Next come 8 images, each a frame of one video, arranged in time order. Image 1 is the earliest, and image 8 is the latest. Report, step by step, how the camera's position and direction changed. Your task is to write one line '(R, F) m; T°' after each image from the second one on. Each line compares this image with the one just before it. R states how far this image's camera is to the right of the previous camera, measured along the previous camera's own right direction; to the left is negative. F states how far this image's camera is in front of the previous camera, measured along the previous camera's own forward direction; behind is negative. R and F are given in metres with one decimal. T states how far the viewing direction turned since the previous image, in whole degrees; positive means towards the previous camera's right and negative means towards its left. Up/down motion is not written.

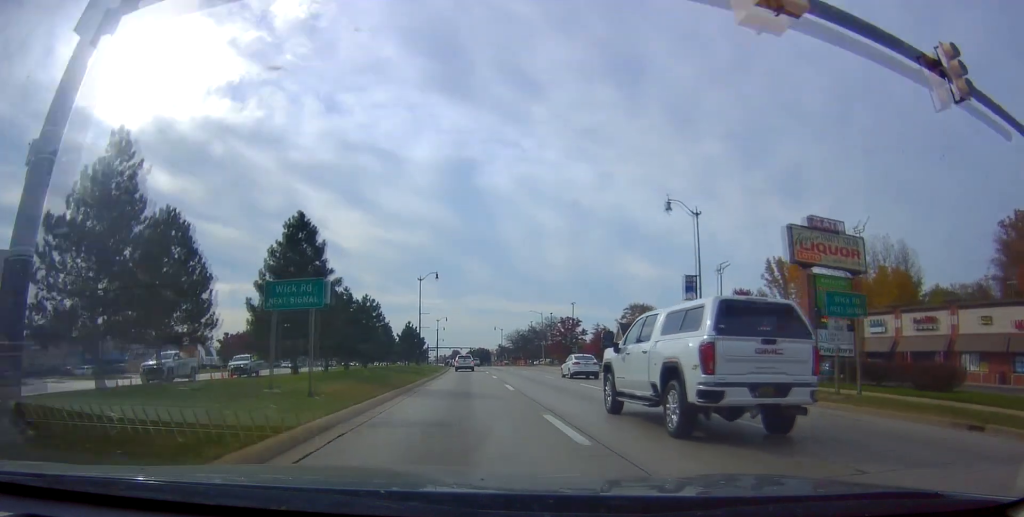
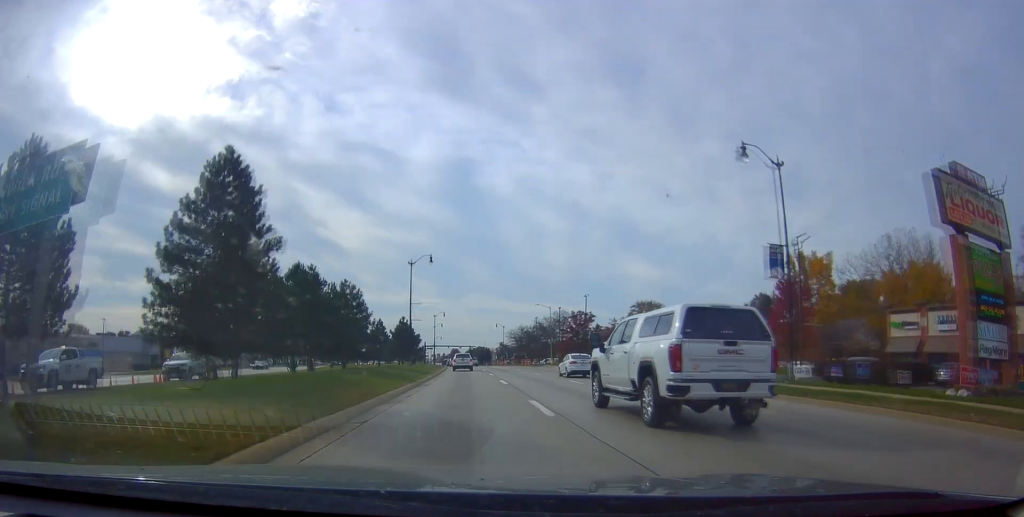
(+0.1, +10.7) m; 0°
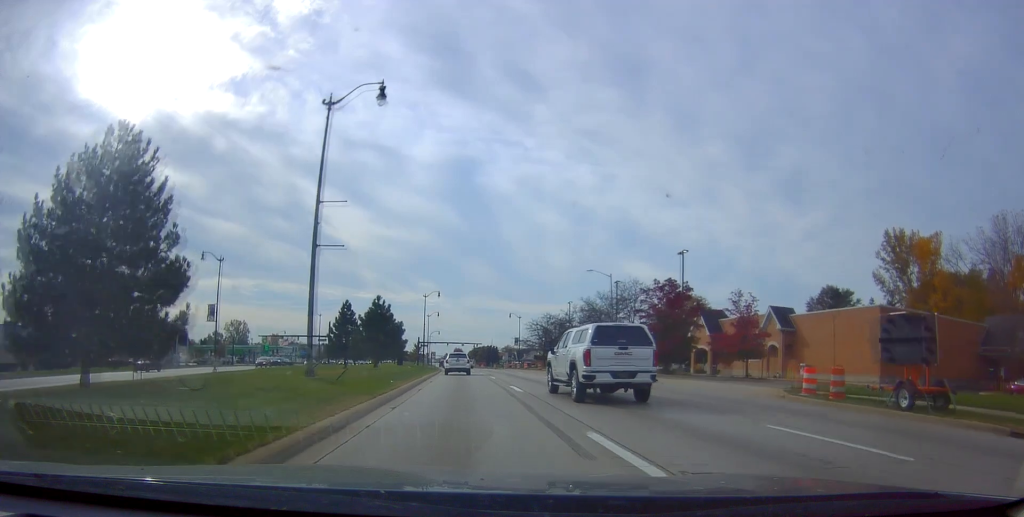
(0.0, +36.9) m; -1°
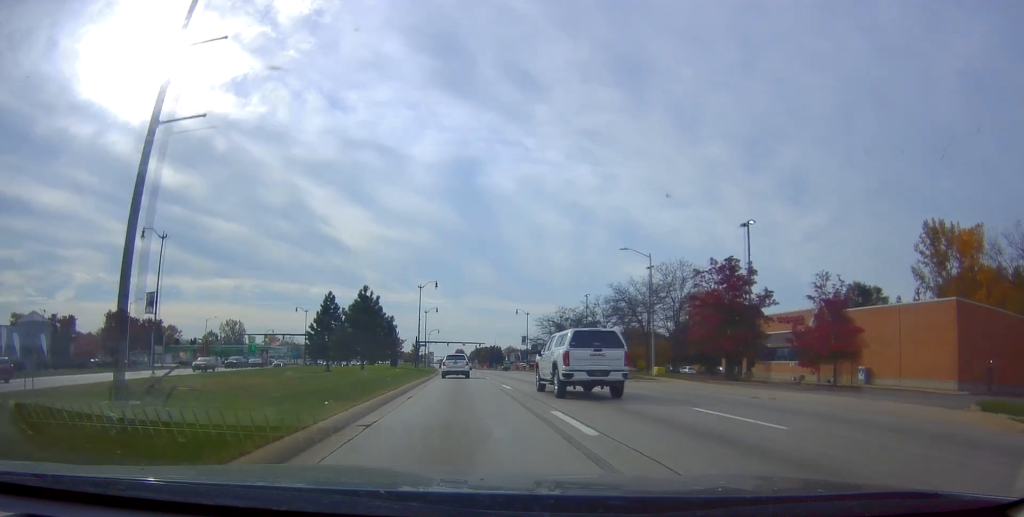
(-0.3, +11.5) m; -2°
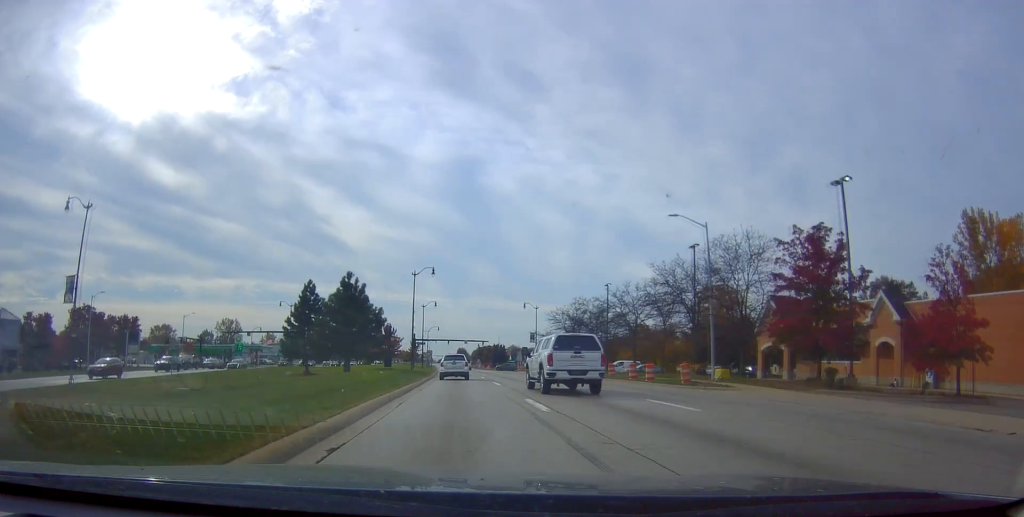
(0.0, +10.5) m; +1°
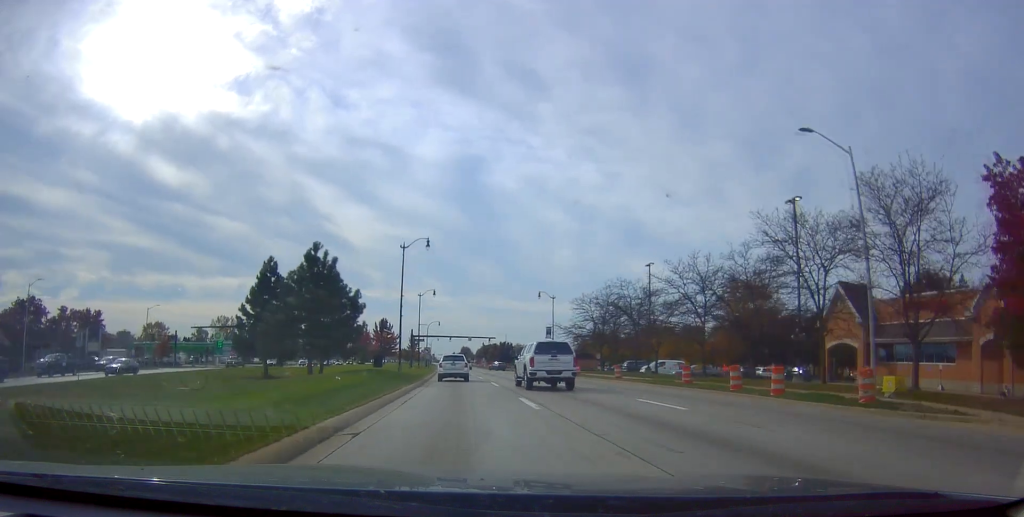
(+0.3, +14.6) m; 0°
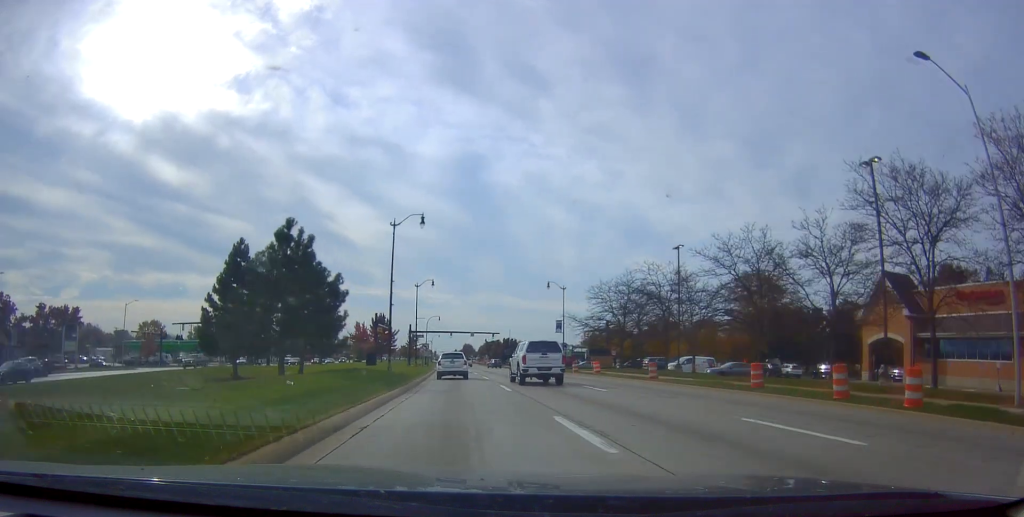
(0.0, +7.4) m; 0°
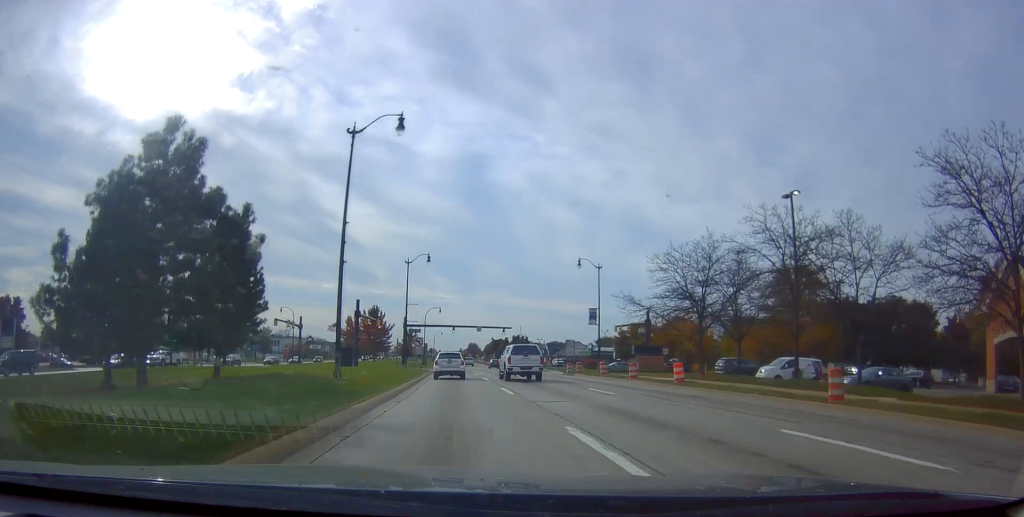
(-0.4, +17.5) m; -1°
